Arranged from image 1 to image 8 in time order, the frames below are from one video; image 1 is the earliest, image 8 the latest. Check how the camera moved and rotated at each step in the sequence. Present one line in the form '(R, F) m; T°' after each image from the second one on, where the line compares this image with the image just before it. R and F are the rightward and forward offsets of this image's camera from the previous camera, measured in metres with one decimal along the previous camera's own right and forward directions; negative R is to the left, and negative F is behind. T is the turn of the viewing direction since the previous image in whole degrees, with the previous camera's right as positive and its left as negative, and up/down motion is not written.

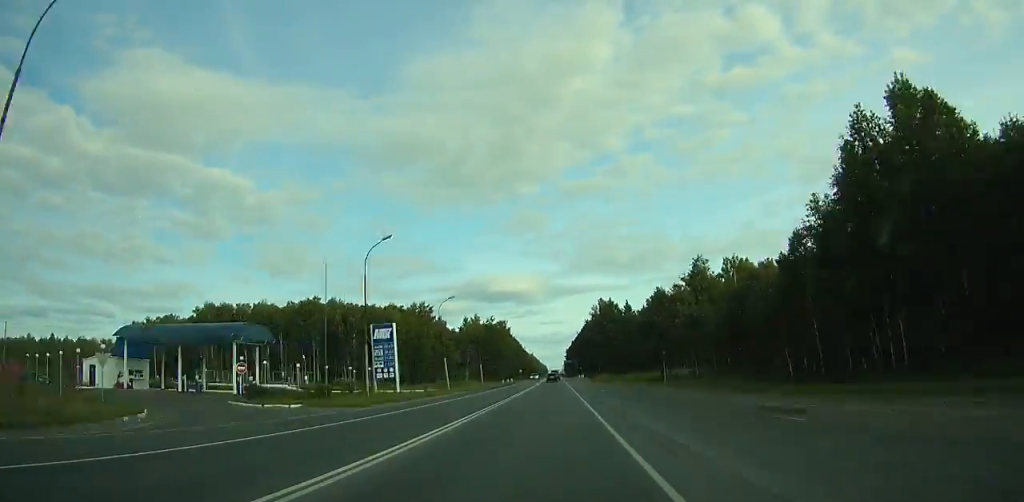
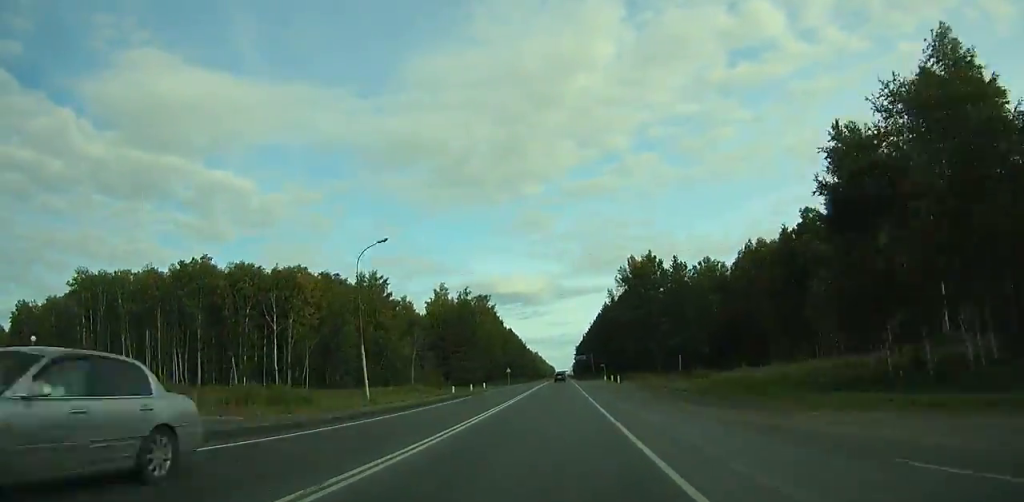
(-0.5, +61.4) m; -1°
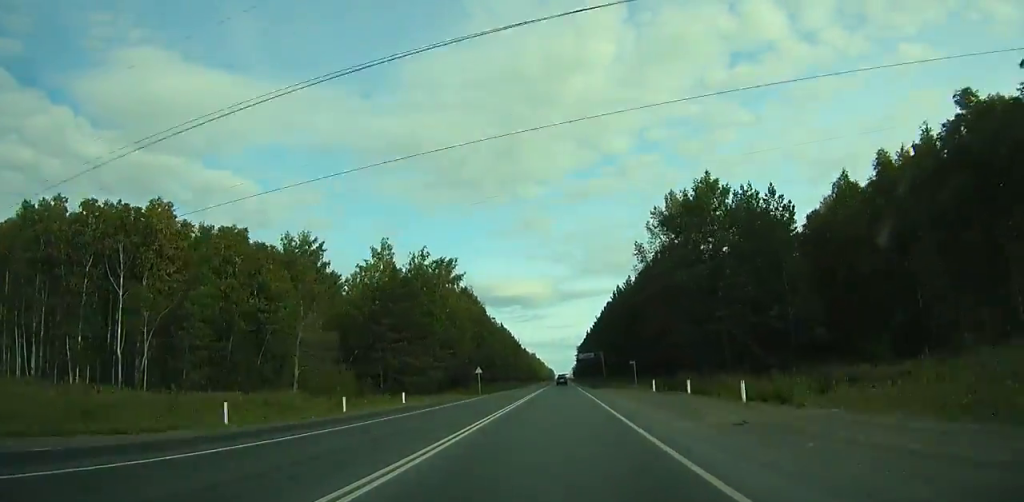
(-0.2, +39.2) m; 0°
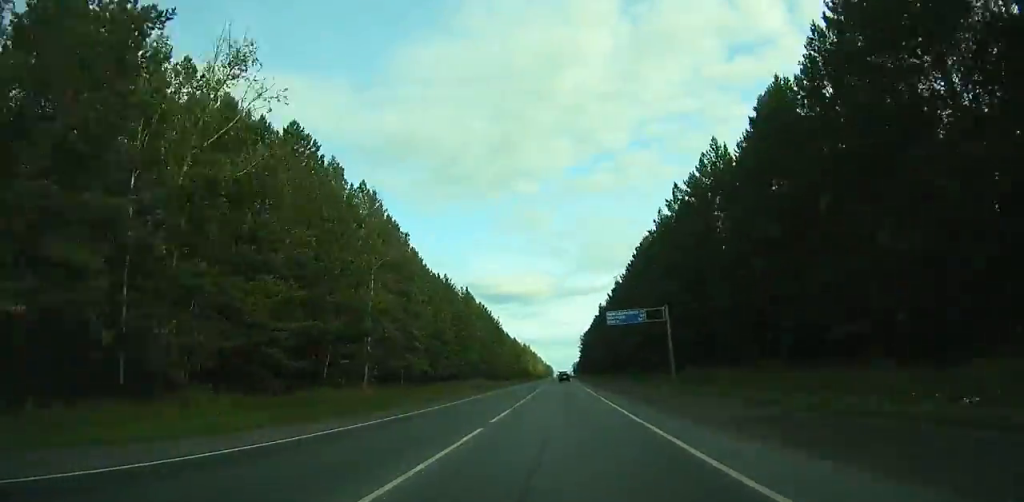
(0.0, +74.6) m; 0°
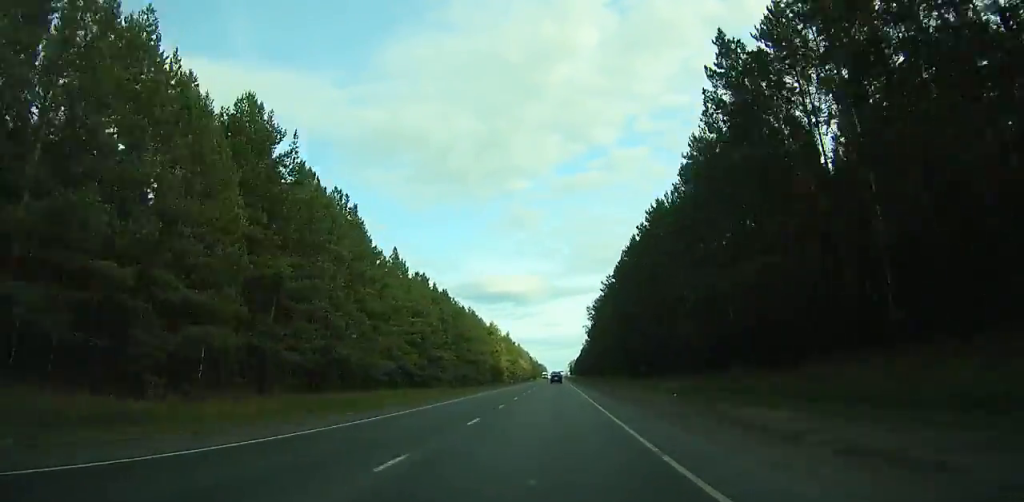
(+0.9, +117.6) m; +1°
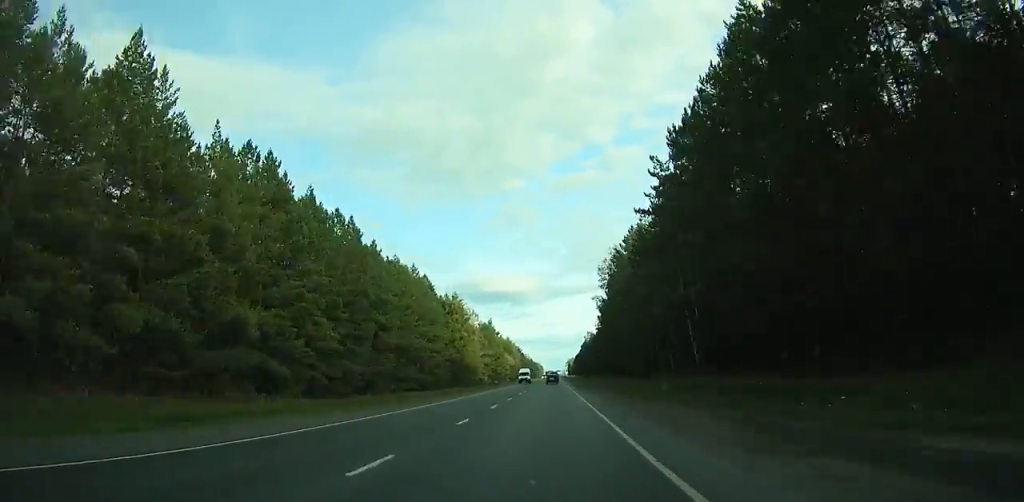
(0.0, +56.3) m; 0°
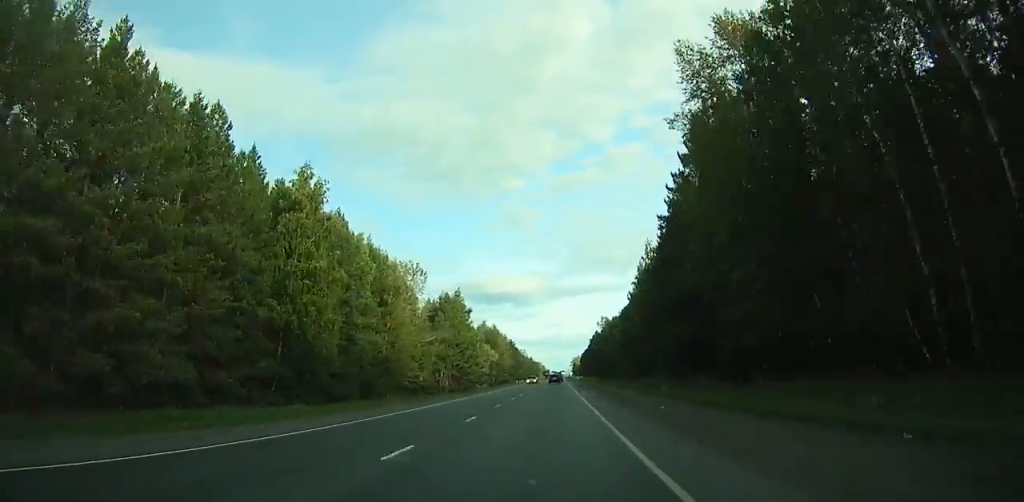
(-0.3, +70.5) m; 0°
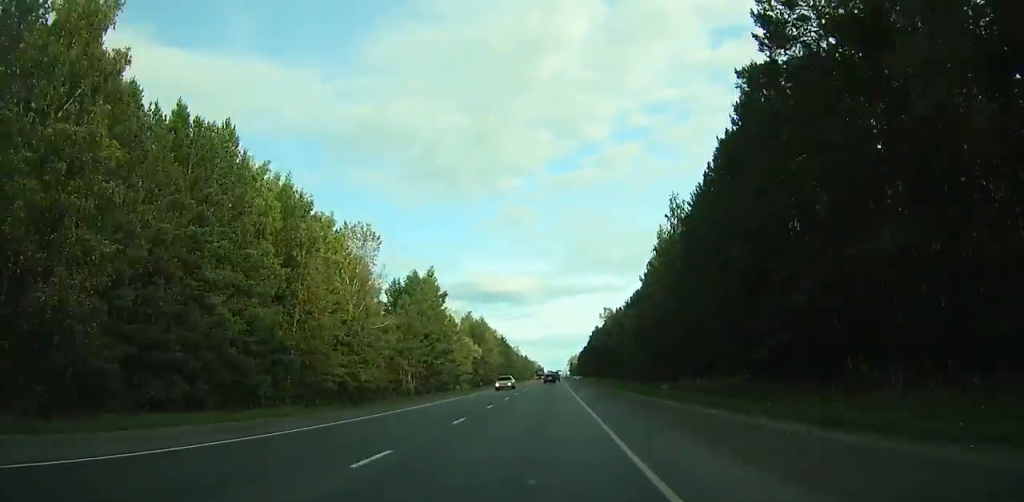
(-0.2, +24.1) m; 0°
